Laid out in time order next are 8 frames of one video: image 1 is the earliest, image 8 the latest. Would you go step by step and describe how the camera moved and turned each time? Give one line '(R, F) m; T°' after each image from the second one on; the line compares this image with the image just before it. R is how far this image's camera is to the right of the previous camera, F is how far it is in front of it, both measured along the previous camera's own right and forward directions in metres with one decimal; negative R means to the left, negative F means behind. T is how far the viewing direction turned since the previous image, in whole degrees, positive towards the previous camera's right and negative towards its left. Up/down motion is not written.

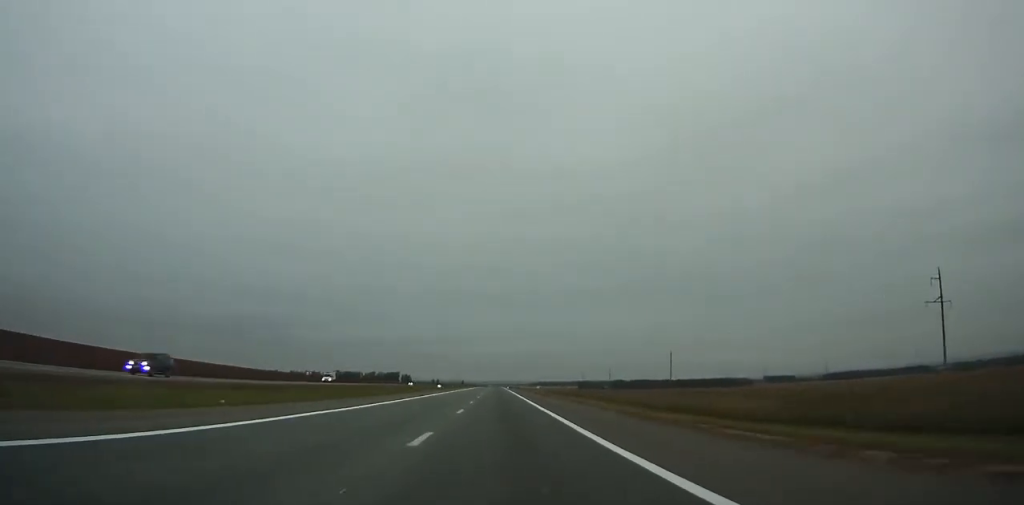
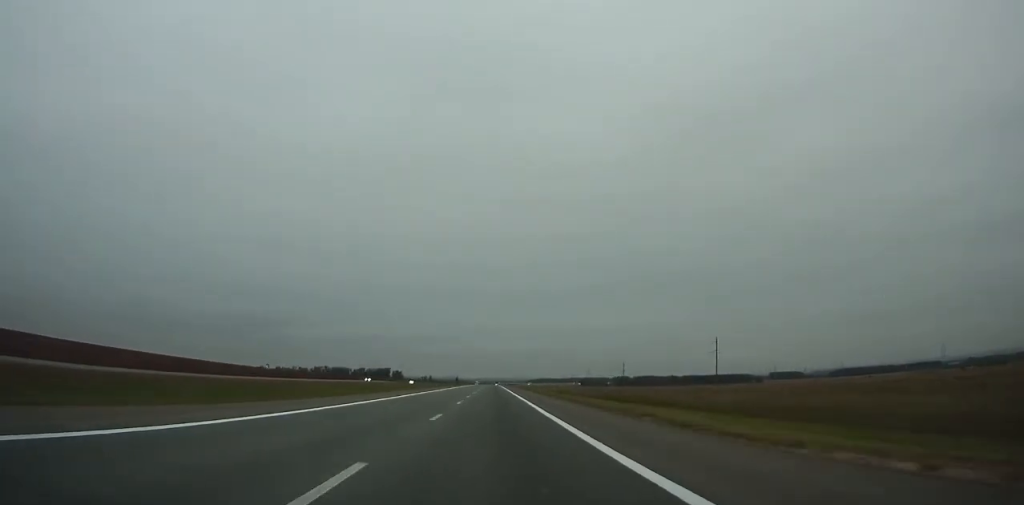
(+0.1, +64.8) m; 0°
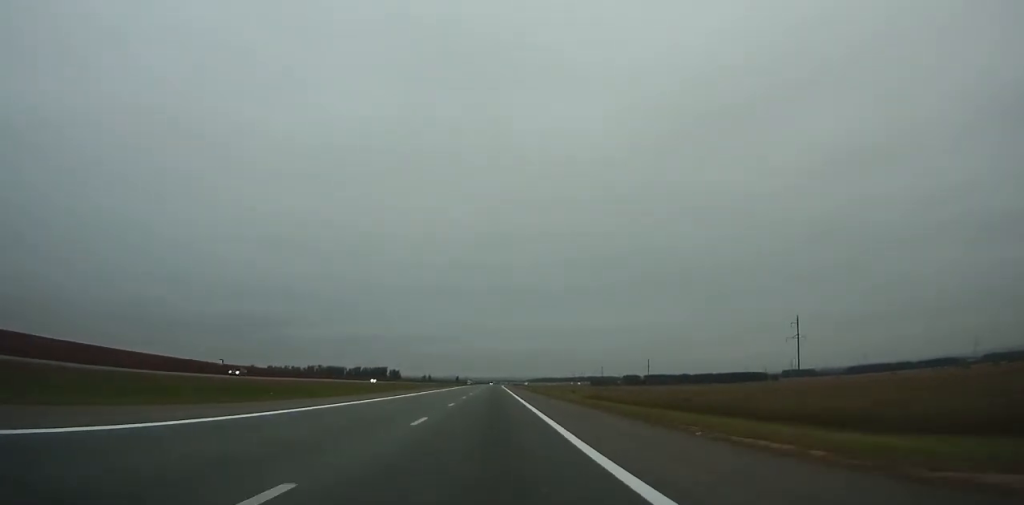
(+0.2, +61.7) m; 0°
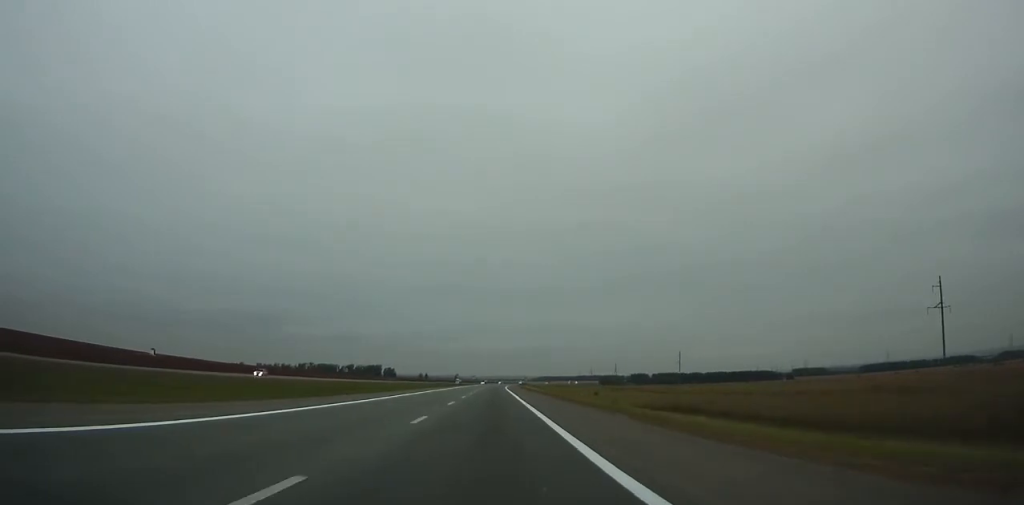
(+0.6, +58.7) m; 0°
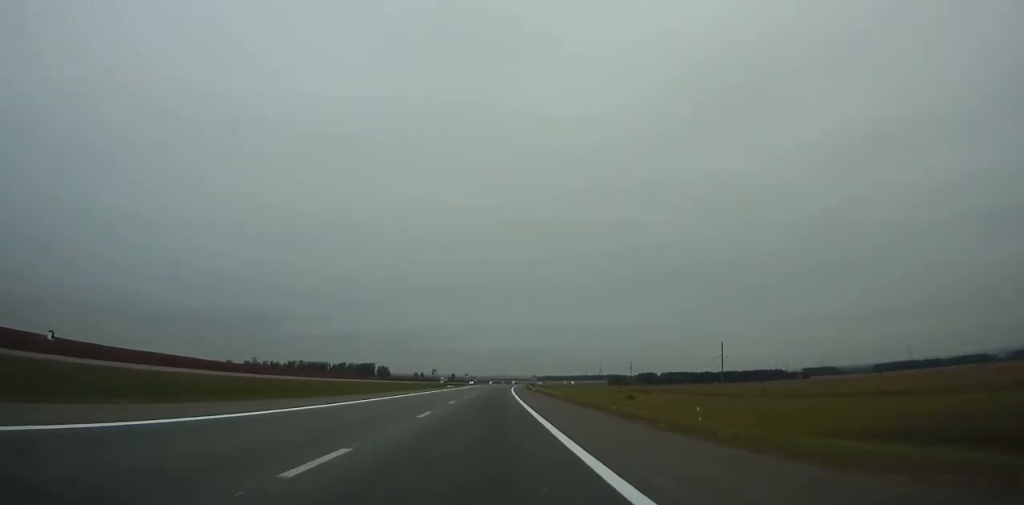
(-0.7, +58.3) m; 0°
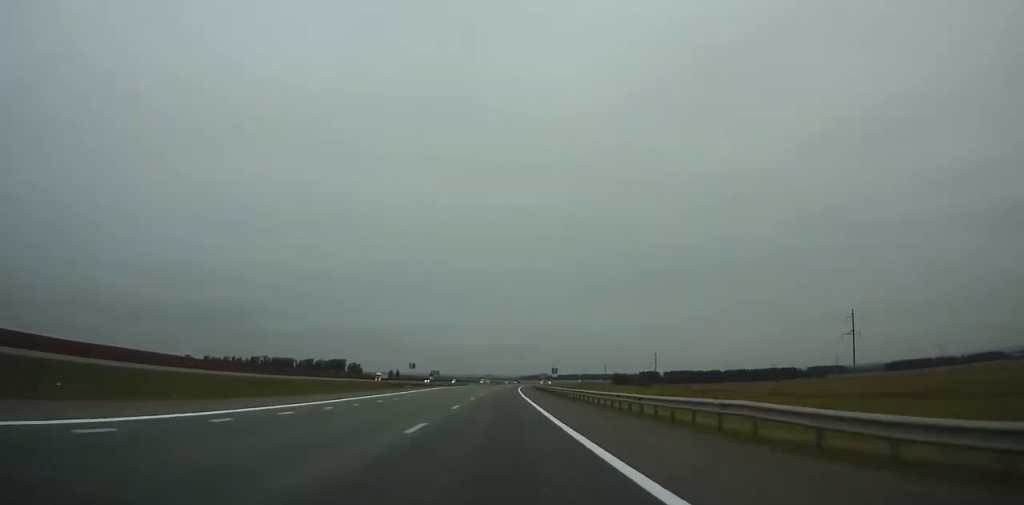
(+0.4, +101.6) m; +1°
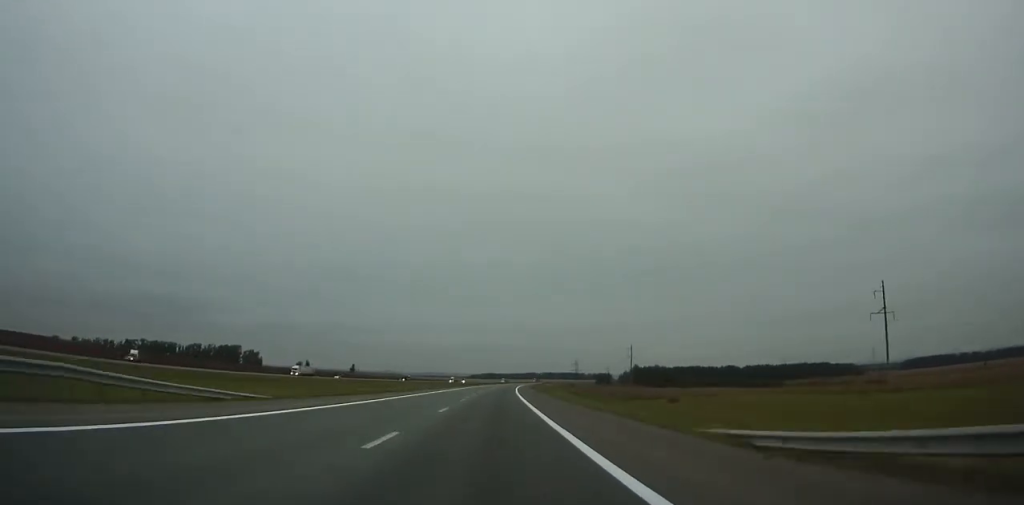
(+10.2, +231.2) m; +5°
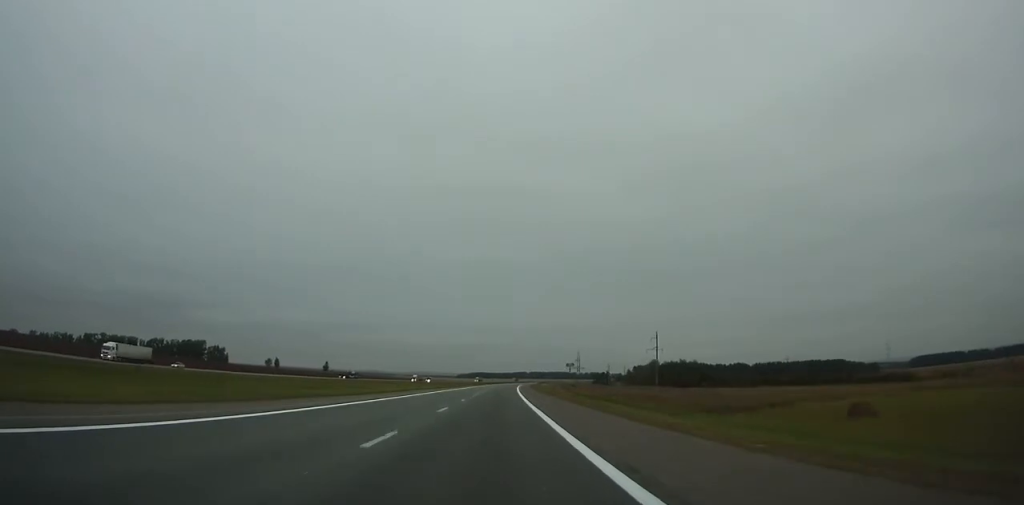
(+0.5, +59.7) m; +1°
